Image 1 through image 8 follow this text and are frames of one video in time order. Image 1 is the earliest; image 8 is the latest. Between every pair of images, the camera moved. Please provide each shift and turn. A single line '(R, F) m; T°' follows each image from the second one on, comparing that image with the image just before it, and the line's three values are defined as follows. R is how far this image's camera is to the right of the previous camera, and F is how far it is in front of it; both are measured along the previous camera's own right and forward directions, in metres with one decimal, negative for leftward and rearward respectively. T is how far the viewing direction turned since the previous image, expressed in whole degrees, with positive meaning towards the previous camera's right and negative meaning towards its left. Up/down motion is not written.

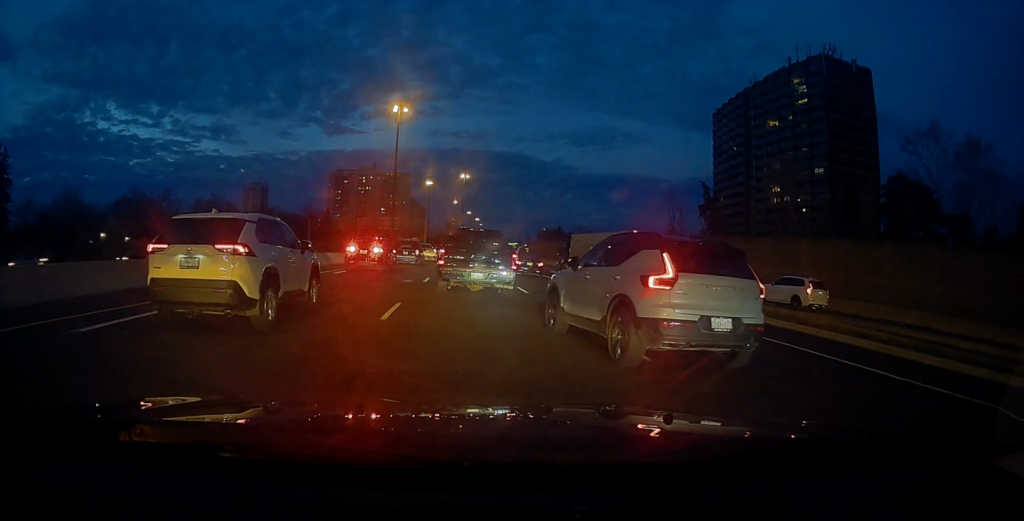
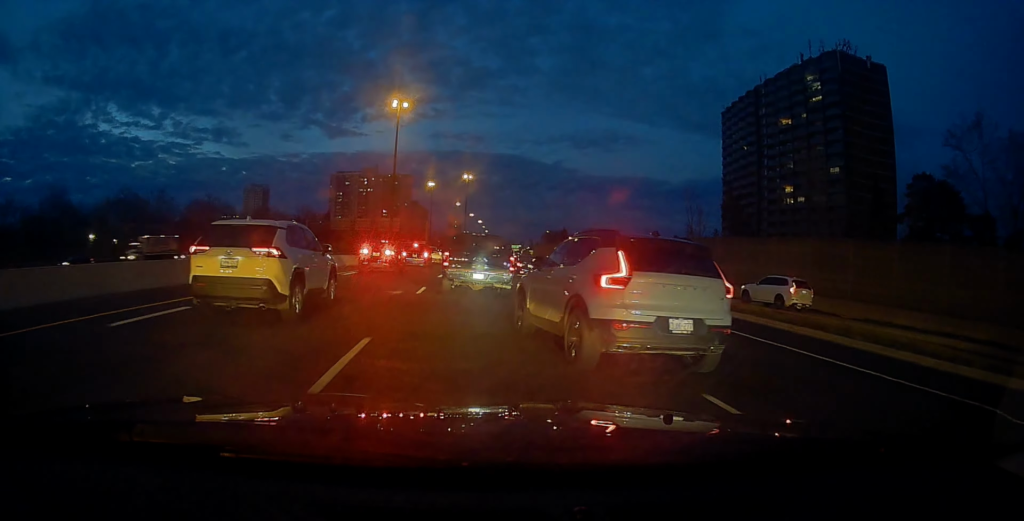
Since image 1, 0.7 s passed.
(-0.1, +5.3) m; -1°
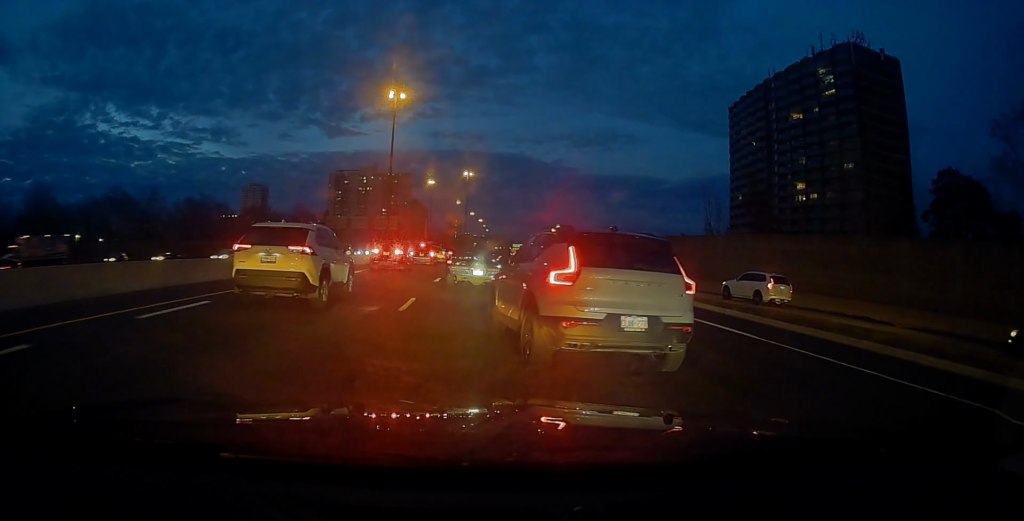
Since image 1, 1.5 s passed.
(0.0, +5.2) m; 0°
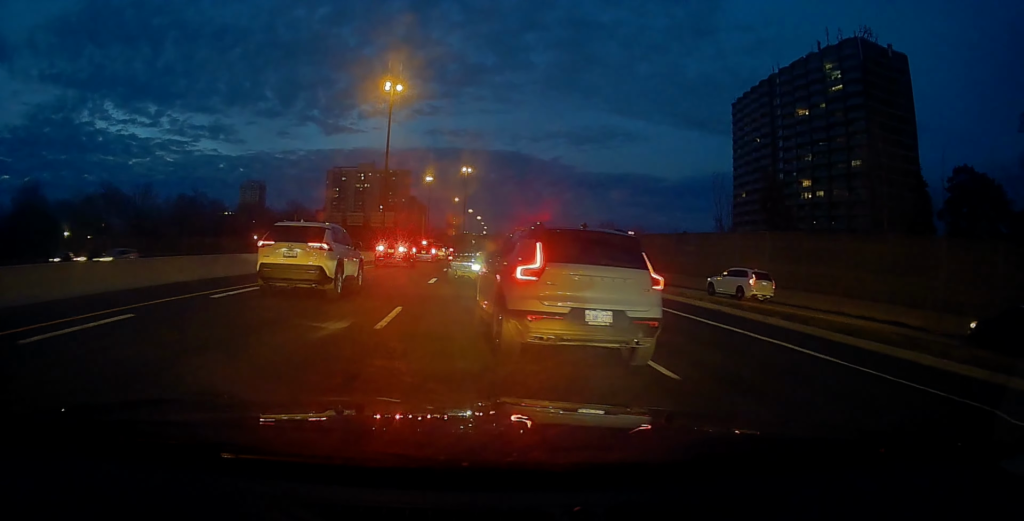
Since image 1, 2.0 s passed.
(0.0, +3.3) m; 0°
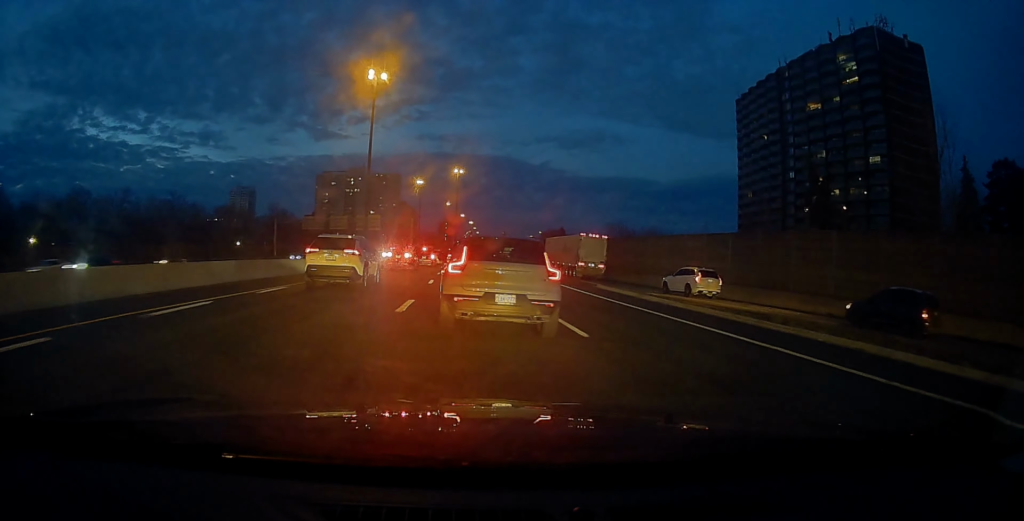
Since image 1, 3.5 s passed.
(+0.3, +8.8) m; +2°
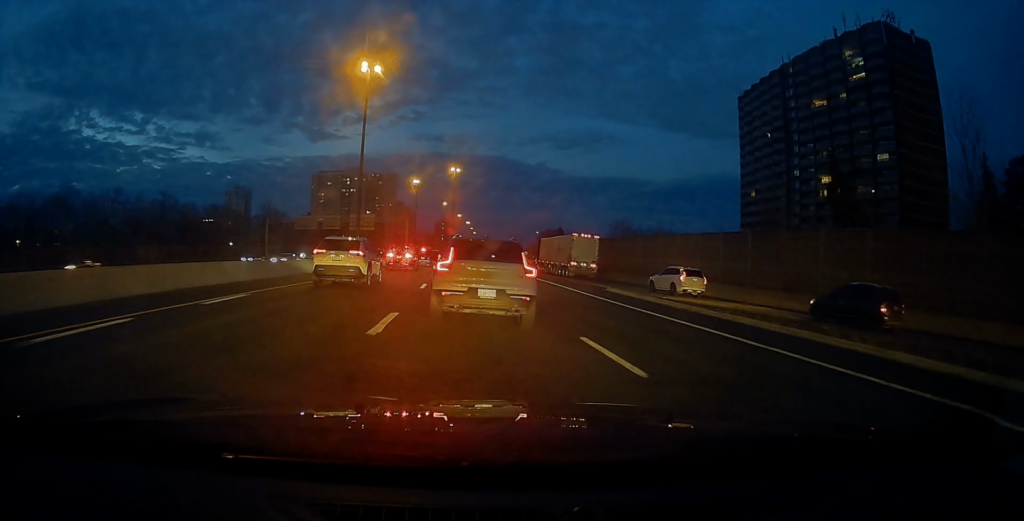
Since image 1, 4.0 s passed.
(+0.2, +3.1) m; -1°
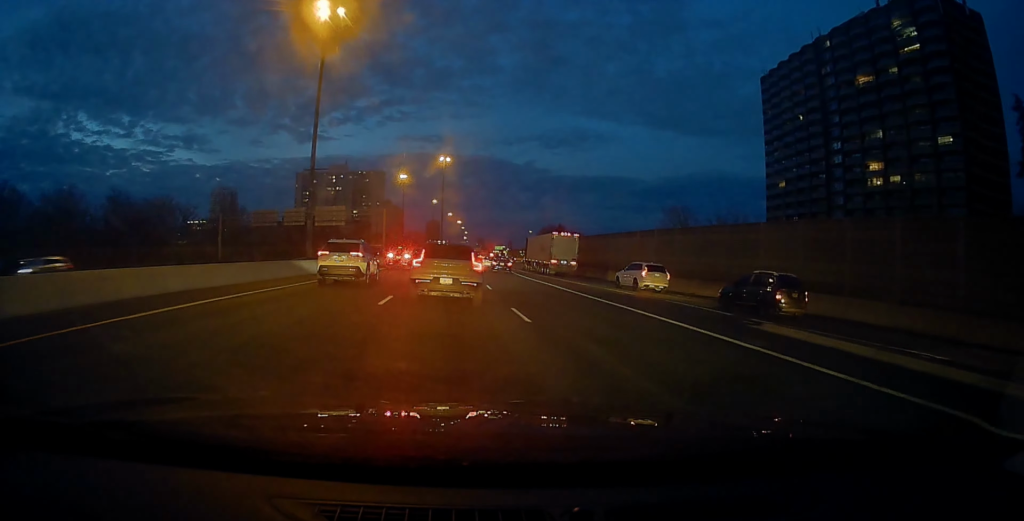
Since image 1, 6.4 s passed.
(-0.2, +17.5) m; 0°
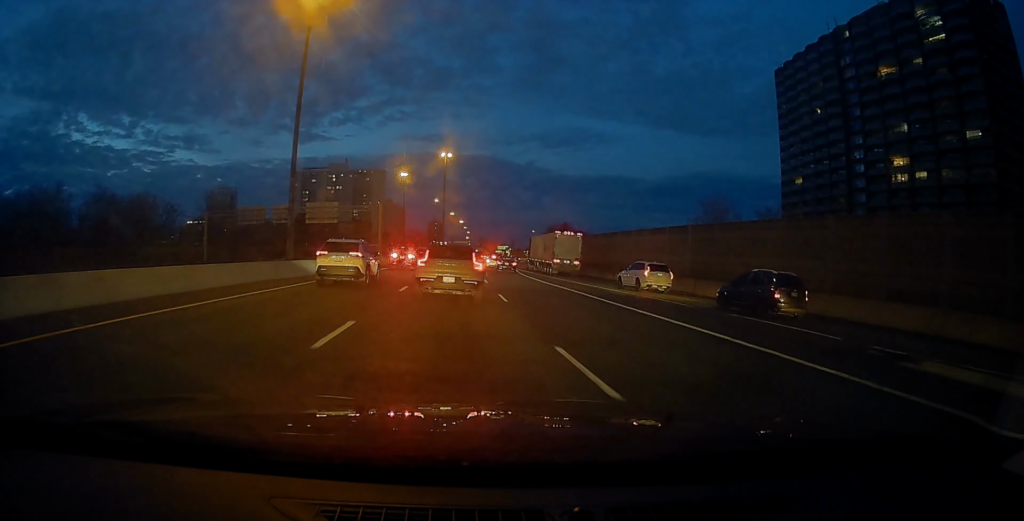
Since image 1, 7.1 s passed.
(-0.2, +5.8) m; -1°
